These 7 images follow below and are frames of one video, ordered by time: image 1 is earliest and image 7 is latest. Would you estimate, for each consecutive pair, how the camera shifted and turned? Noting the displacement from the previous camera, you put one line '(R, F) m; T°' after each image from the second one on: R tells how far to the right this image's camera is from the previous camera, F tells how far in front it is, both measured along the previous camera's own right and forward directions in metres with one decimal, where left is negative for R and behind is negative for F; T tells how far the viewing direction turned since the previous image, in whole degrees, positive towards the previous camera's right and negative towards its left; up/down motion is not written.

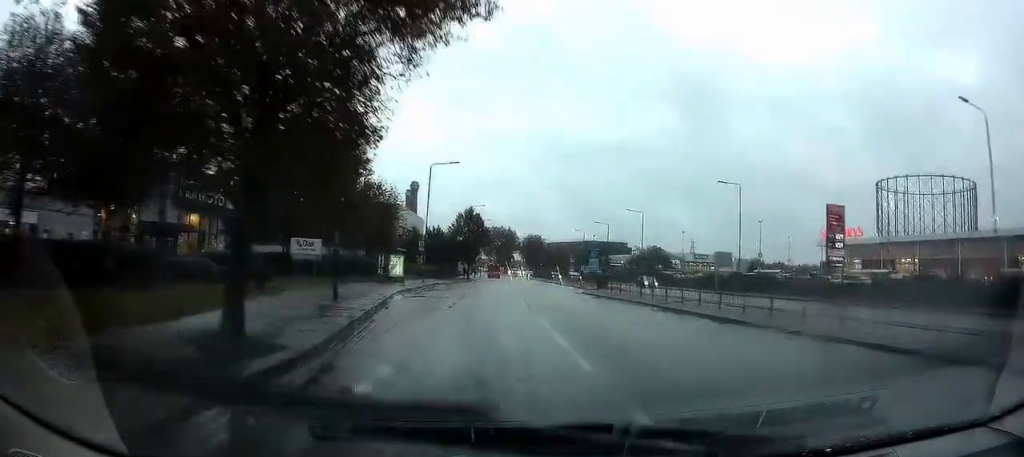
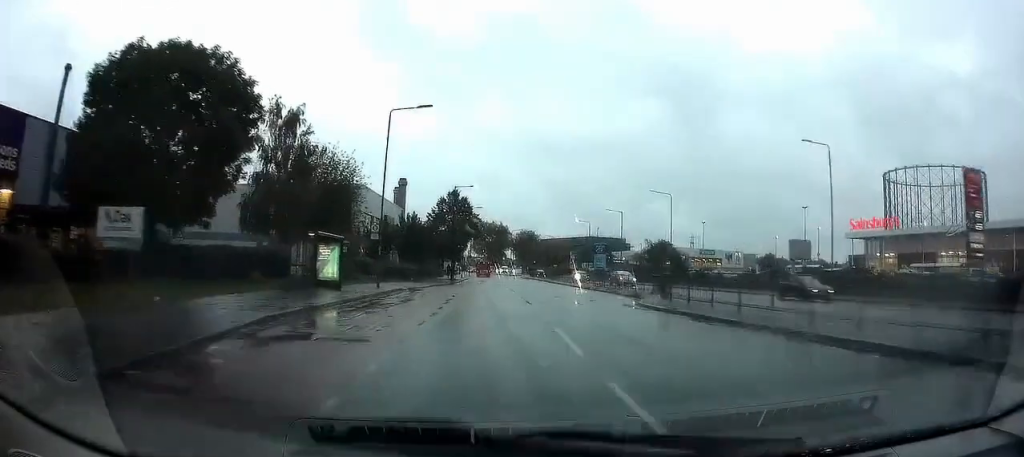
(+0.1, +16.9) m; 0°
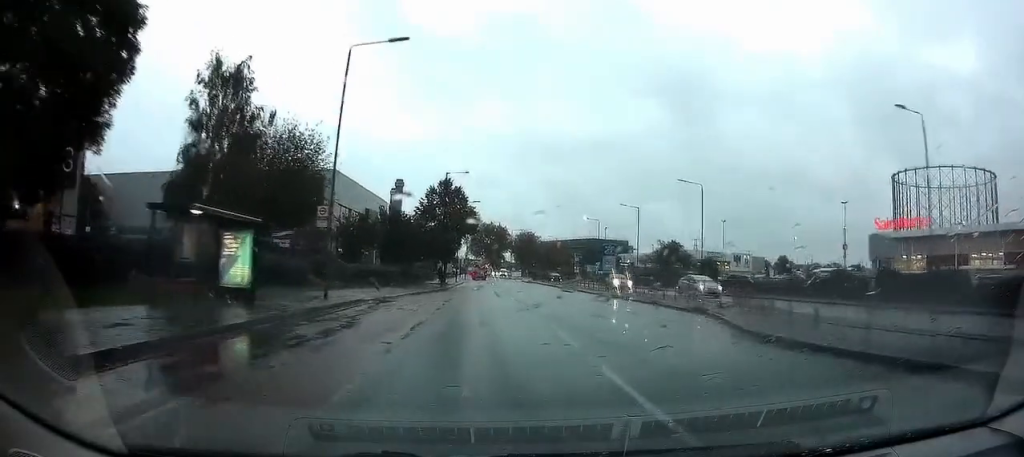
(0.0, +10.5) m; 0°
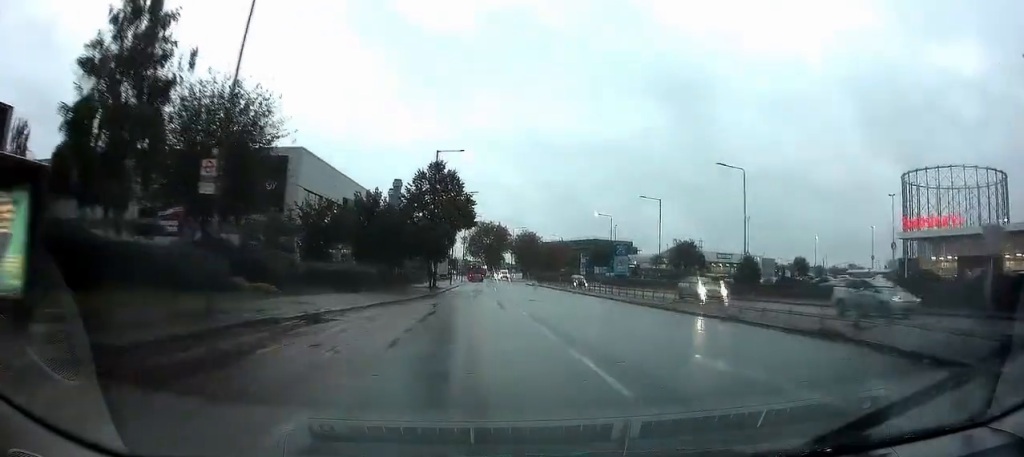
(0.0, +9.9) m; 0°
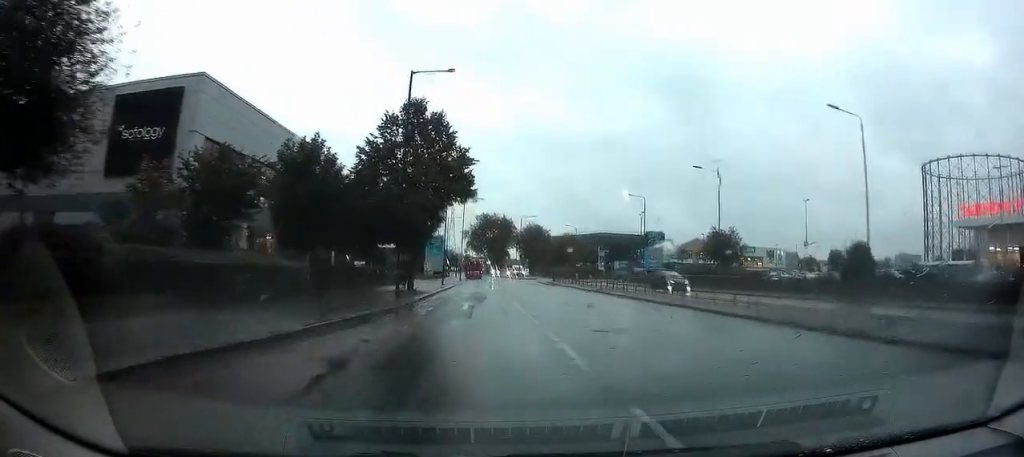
(0.0, +16.5) m; 0°
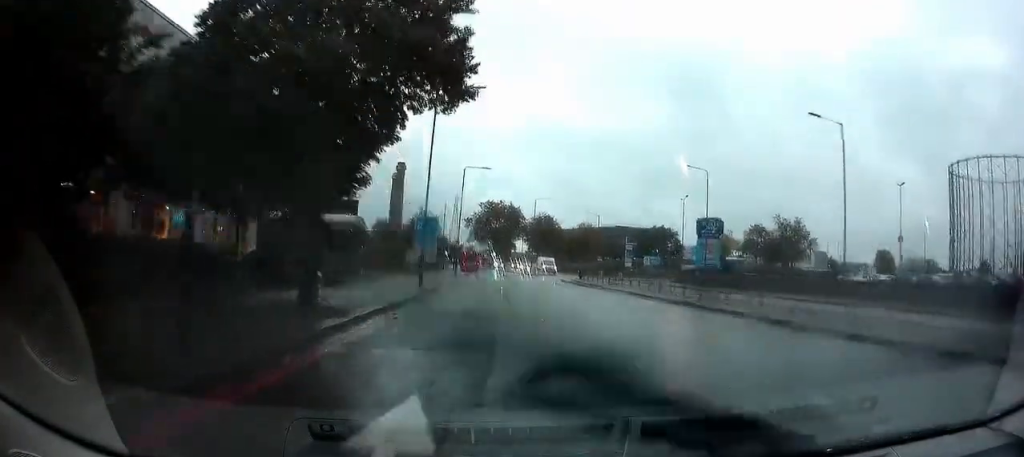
(0.0, +18.5) m; 0°
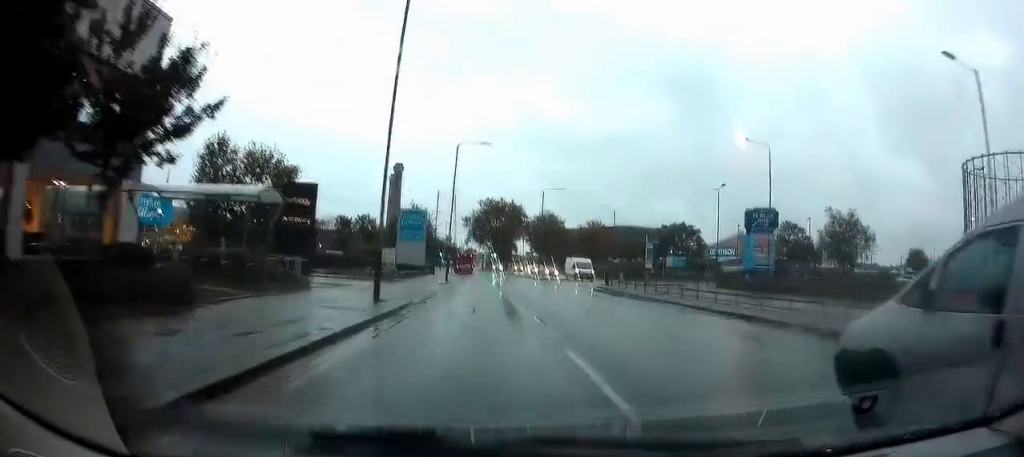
(+0.1, +12.3) m; 0°
